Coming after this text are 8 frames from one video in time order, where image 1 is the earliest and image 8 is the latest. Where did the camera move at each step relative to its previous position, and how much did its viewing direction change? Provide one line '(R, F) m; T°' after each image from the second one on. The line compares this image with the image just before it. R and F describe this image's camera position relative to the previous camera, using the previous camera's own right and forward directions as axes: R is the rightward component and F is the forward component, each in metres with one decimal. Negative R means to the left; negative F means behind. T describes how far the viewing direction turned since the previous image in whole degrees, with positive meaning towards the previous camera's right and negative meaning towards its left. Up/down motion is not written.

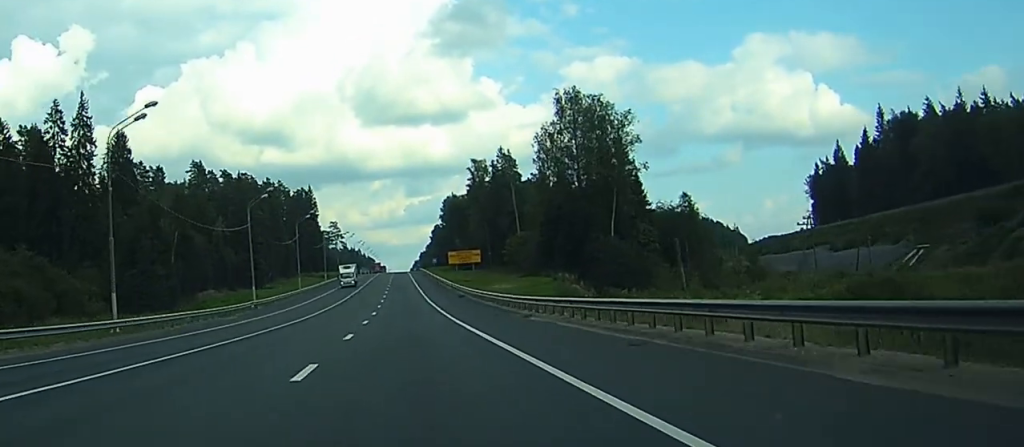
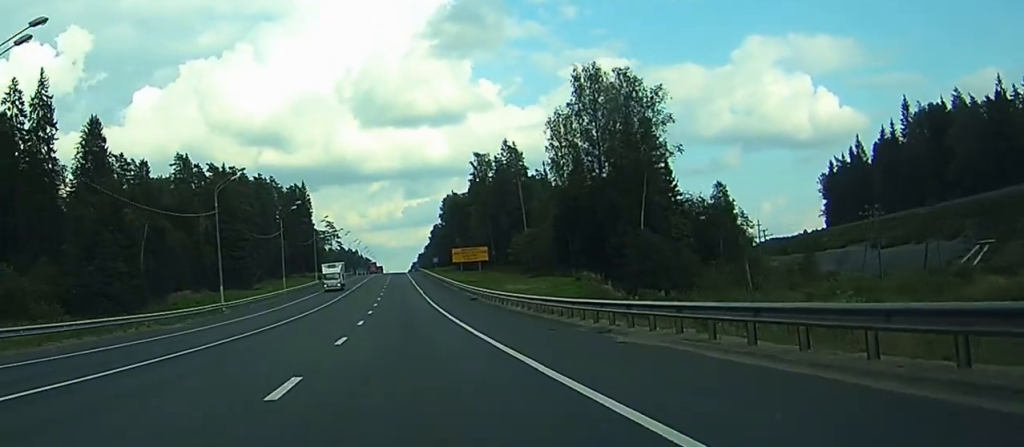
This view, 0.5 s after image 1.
(0.0, +14.3) m; 0°
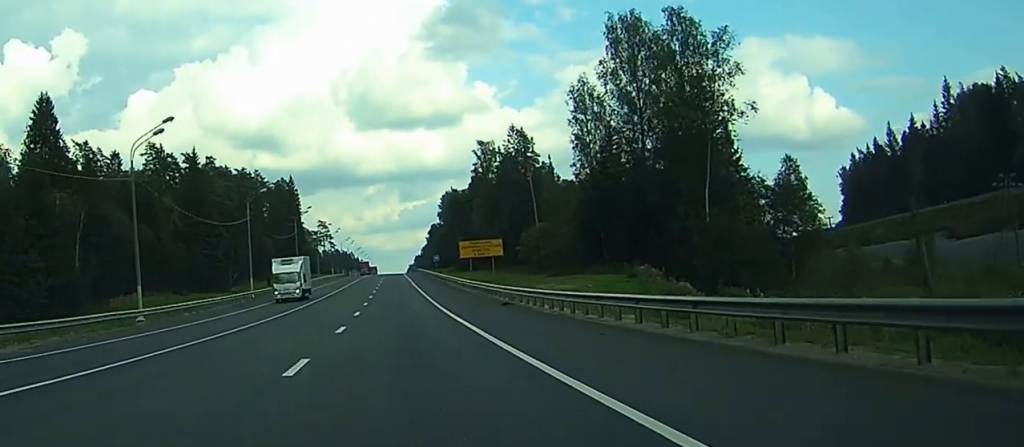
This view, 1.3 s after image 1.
(0.0, +21.5) m; 0°
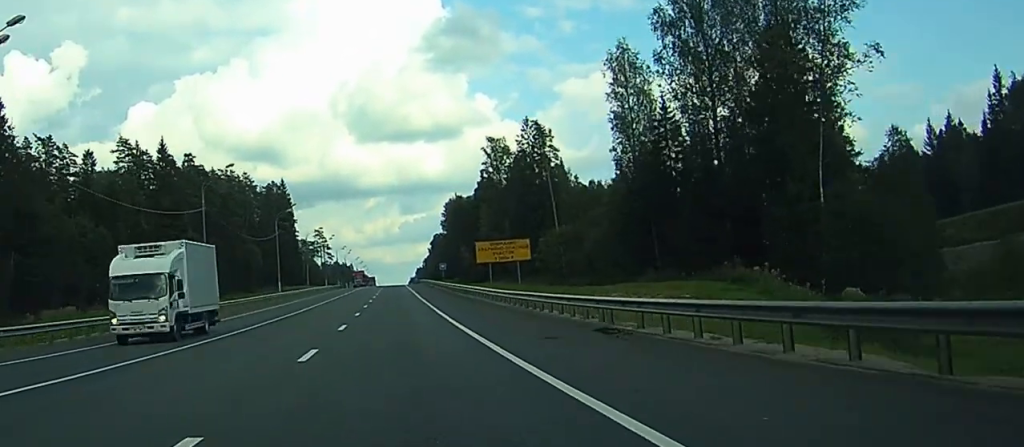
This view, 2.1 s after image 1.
(+0.1, +20.6) m; 0°
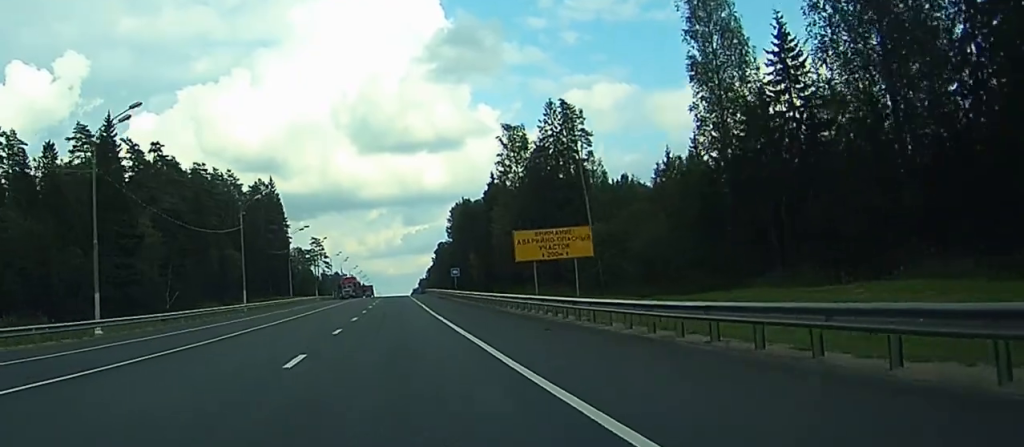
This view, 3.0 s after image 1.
(0.0, +25.1) m; 0°
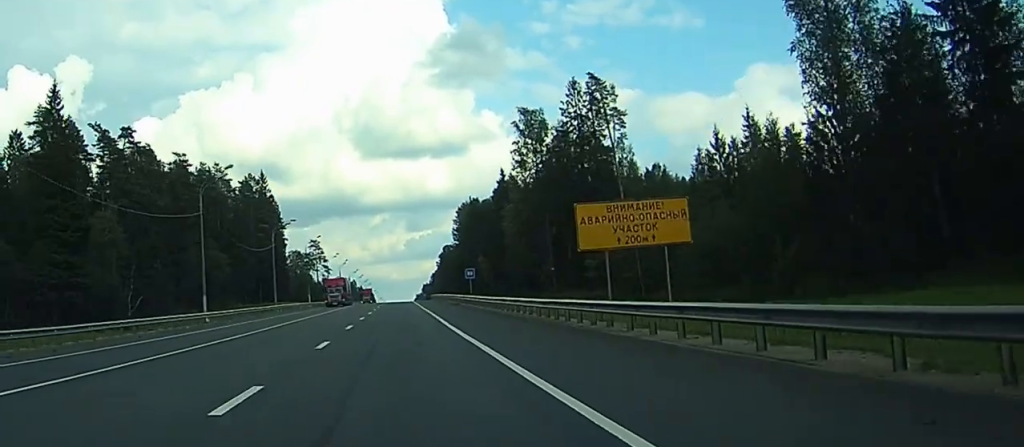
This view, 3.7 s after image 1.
(0.0, +18.0) m; 0°
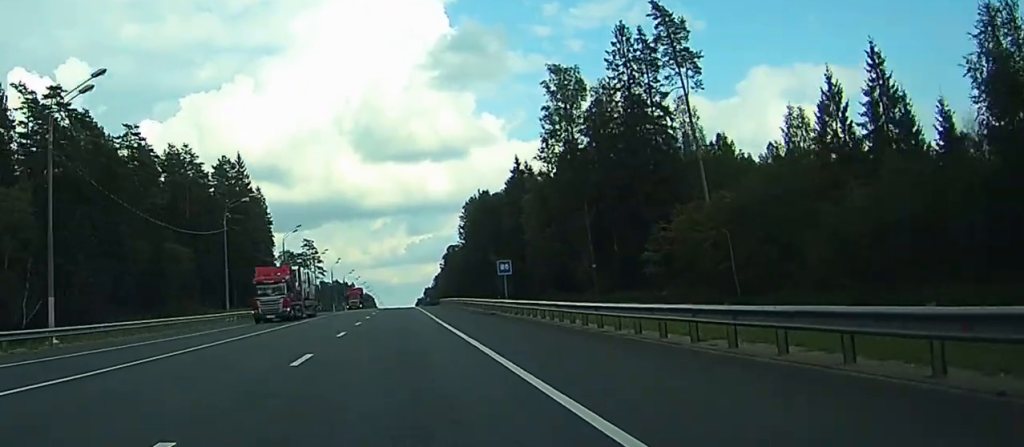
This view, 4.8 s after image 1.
(-0.1, +28.8) m; 0°
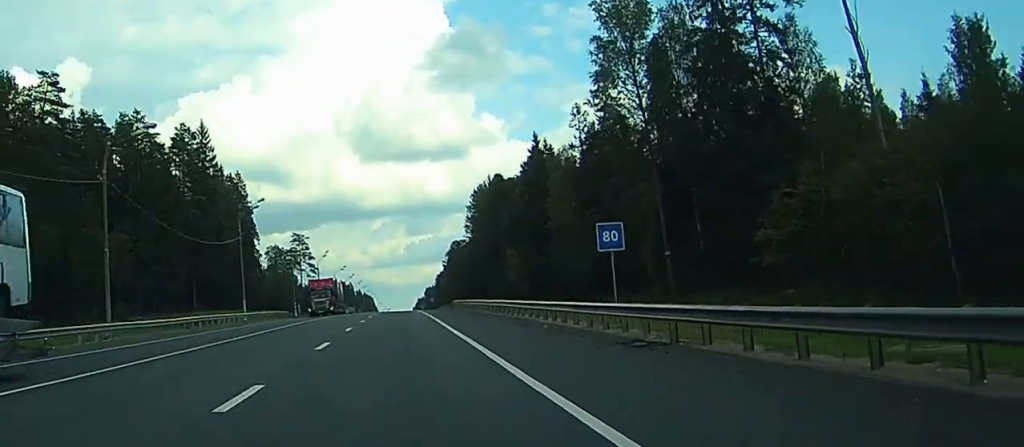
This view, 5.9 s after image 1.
(0.0, +30.8) m; 0°
